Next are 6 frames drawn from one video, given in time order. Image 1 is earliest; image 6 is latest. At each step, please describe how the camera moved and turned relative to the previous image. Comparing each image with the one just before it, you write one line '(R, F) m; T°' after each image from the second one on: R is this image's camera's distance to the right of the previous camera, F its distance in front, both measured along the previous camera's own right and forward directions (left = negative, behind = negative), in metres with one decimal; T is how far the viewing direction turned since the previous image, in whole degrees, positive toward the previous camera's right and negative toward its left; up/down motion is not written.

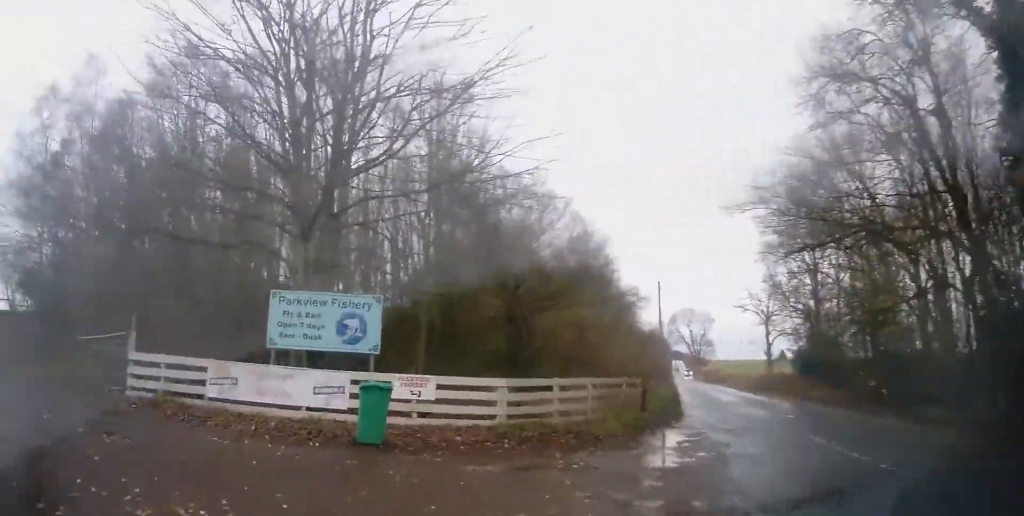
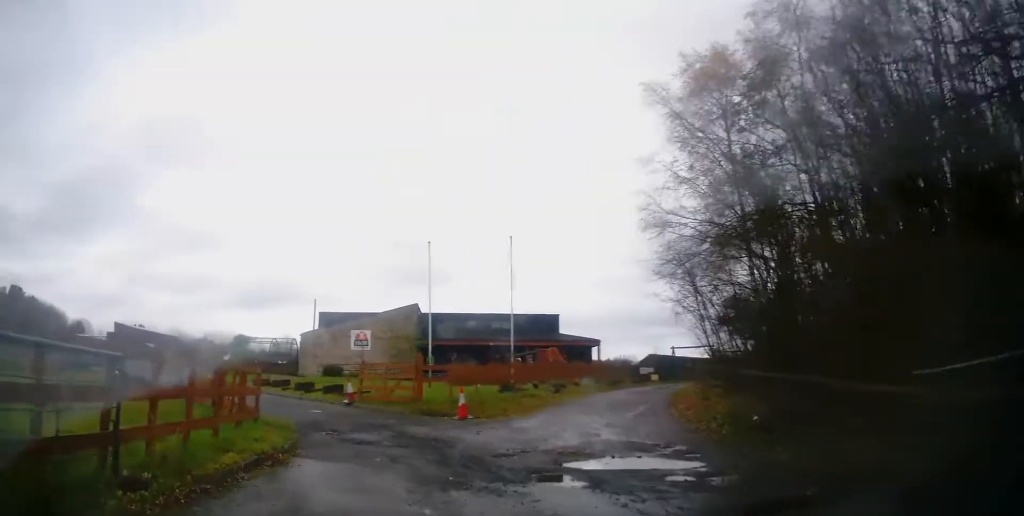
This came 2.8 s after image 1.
(-5.5, +7.6) m; -56°
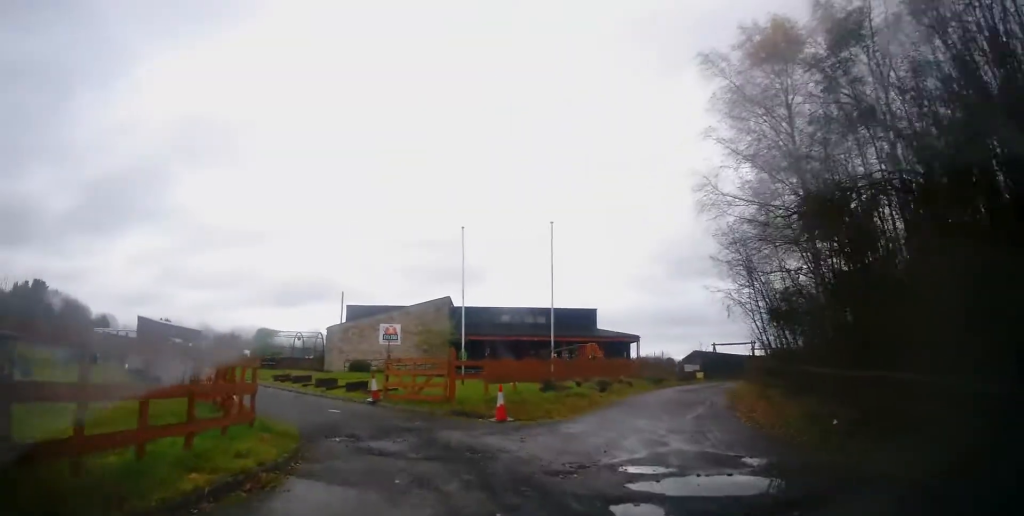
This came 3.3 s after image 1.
(-0.1, +1.8) m; -1°
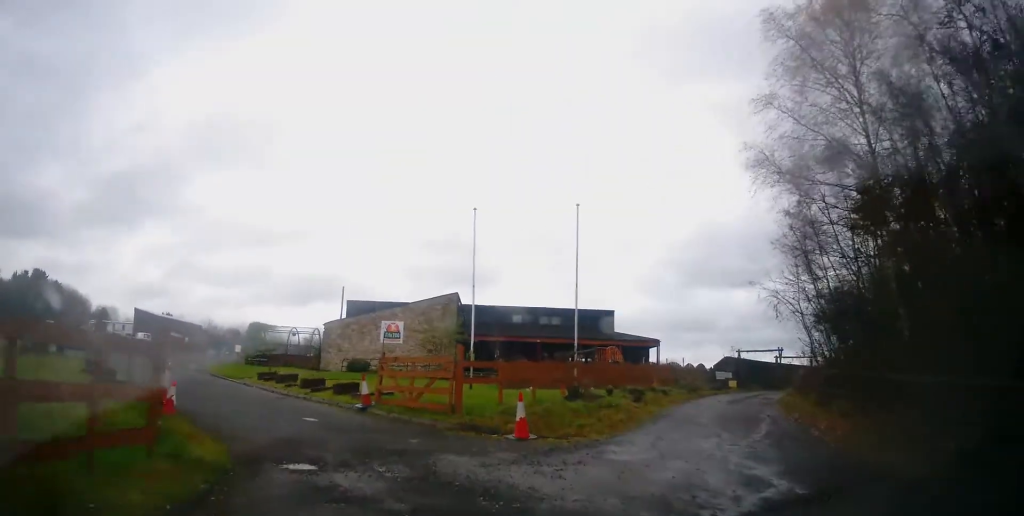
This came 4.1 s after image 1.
(+0.1, +3.4) m; +3°
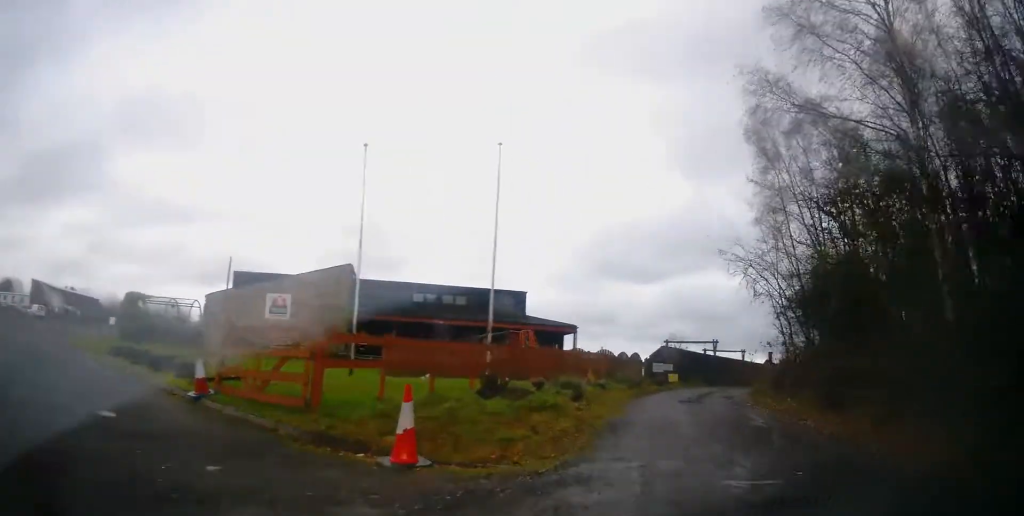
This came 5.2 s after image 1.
(+0.2, +4.9) m; +8°
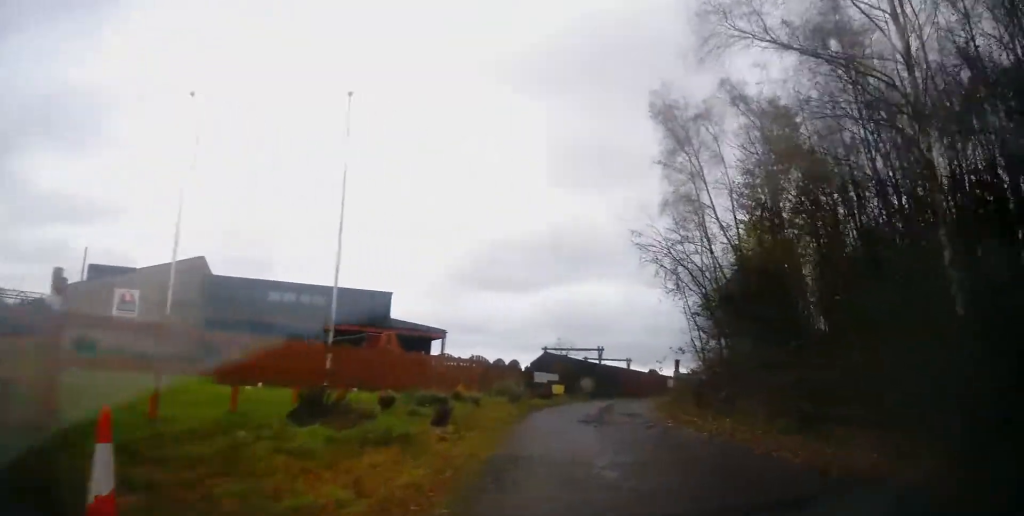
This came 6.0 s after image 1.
(+0.4, +3.7) m; +10°
